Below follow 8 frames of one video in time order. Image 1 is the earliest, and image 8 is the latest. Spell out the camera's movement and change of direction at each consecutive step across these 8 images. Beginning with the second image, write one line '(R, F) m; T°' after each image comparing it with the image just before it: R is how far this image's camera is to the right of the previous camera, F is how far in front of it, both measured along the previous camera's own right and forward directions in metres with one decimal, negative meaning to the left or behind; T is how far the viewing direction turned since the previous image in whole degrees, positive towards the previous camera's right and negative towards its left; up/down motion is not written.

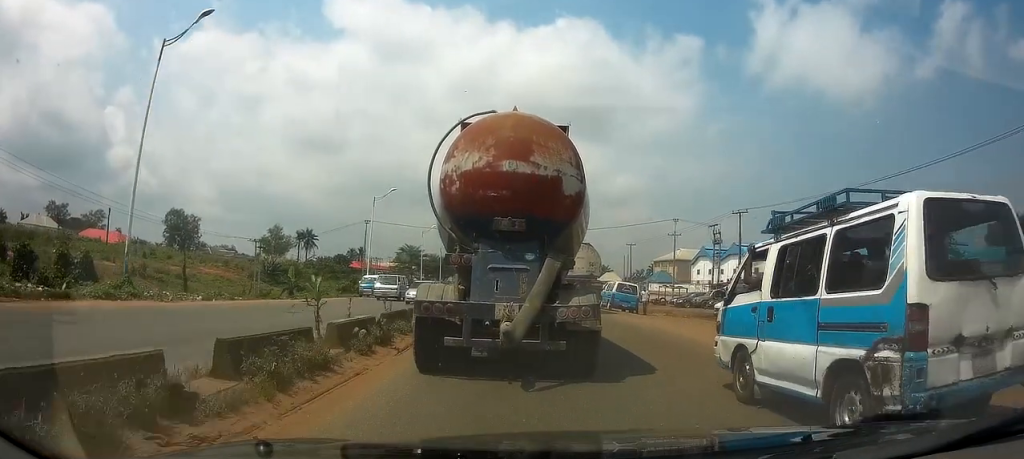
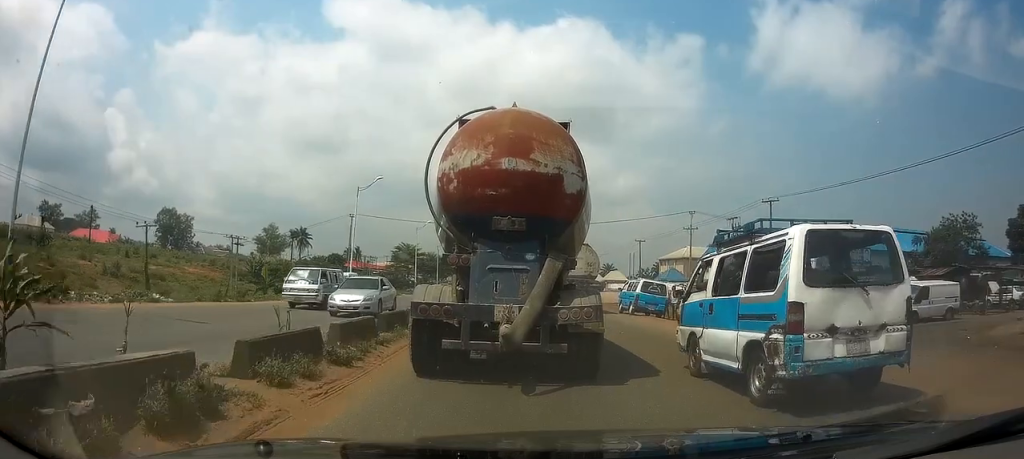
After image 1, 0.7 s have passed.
(0.0, +6.8) m; 0°
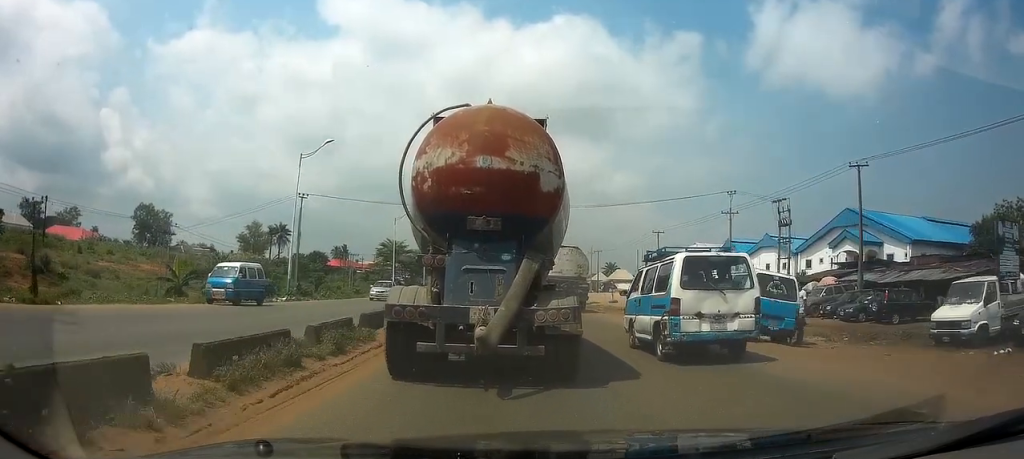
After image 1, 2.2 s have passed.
(+0.1, +13.7) m; 0°
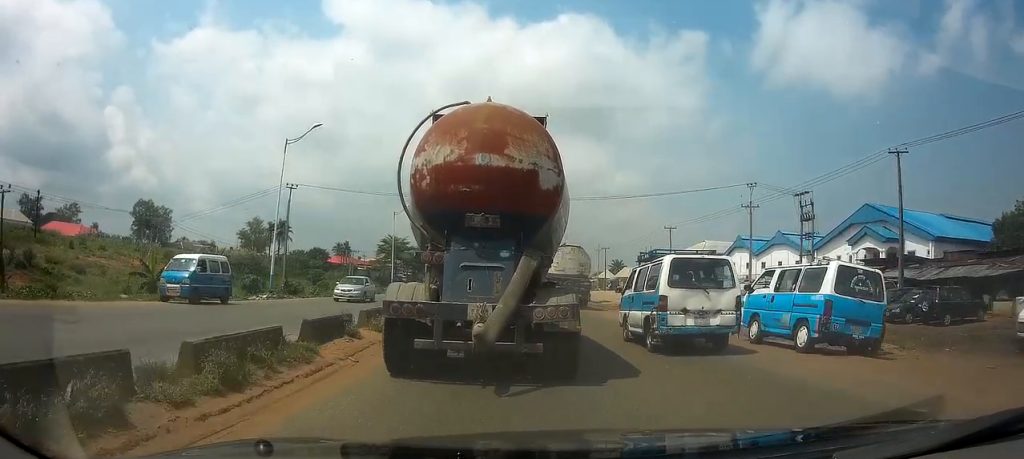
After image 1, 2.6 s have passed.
(0.0, +3.7) m; 0°
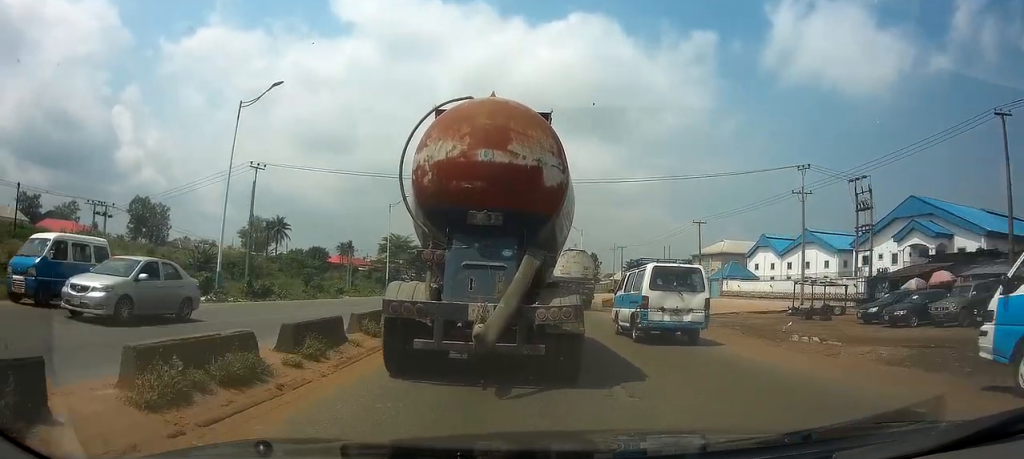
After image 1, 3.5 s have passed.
(0.0, +8.3) m; 0°
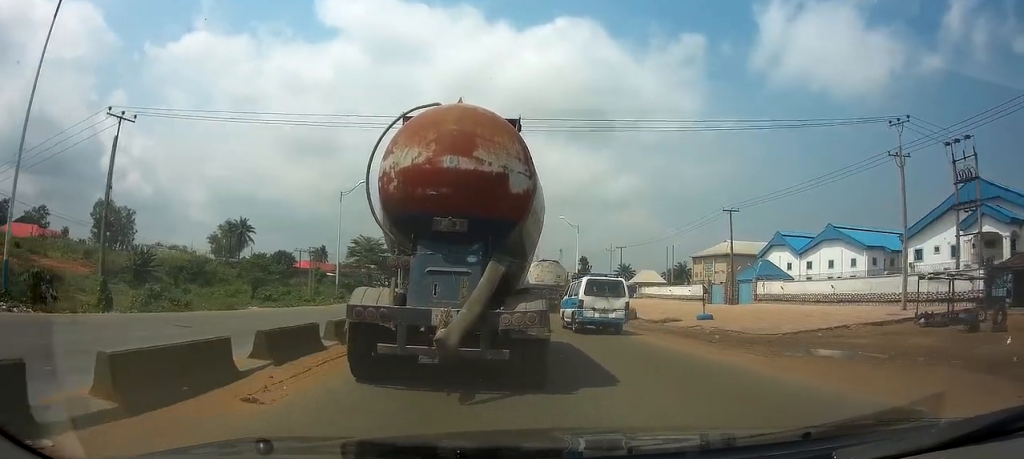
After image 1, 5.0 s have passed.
(0.0, +14.4) m; +2°
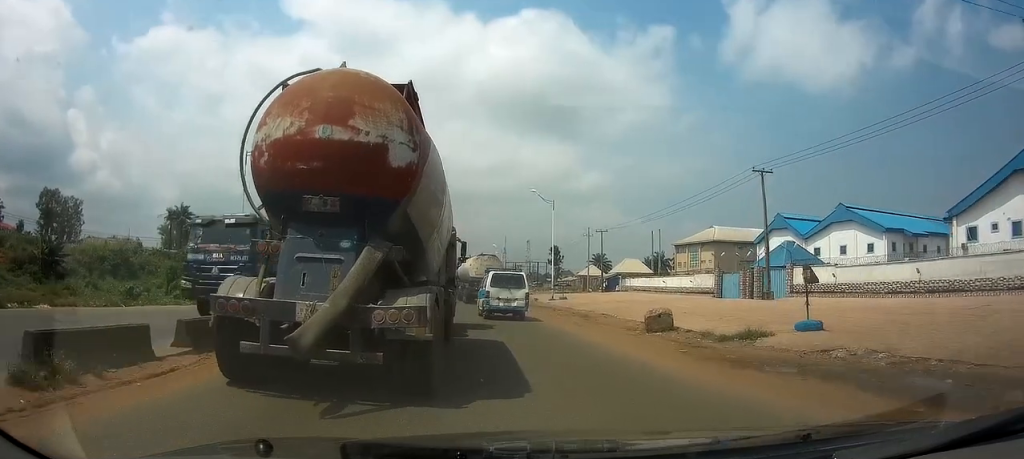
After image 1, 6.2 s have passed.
(+0.4, +13.4) m; +2°
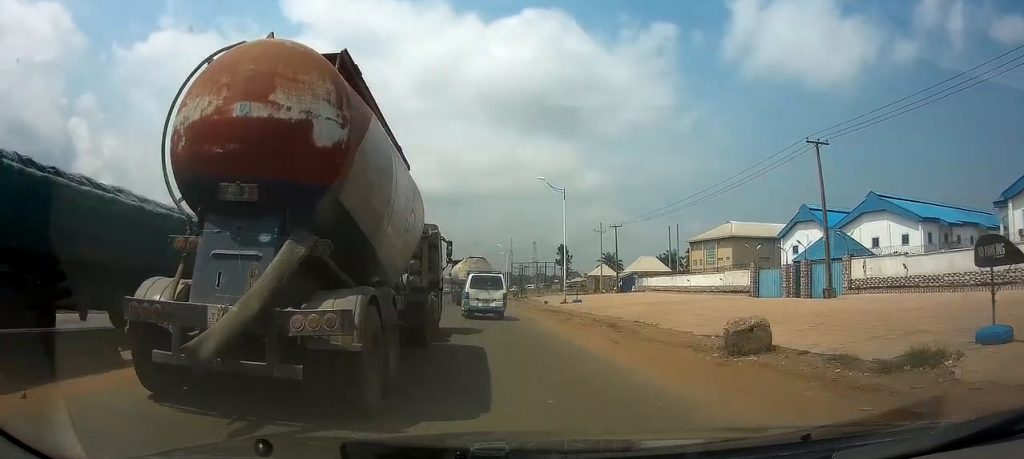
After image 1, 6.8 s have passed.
(0.0, +7.4) m; -1°
